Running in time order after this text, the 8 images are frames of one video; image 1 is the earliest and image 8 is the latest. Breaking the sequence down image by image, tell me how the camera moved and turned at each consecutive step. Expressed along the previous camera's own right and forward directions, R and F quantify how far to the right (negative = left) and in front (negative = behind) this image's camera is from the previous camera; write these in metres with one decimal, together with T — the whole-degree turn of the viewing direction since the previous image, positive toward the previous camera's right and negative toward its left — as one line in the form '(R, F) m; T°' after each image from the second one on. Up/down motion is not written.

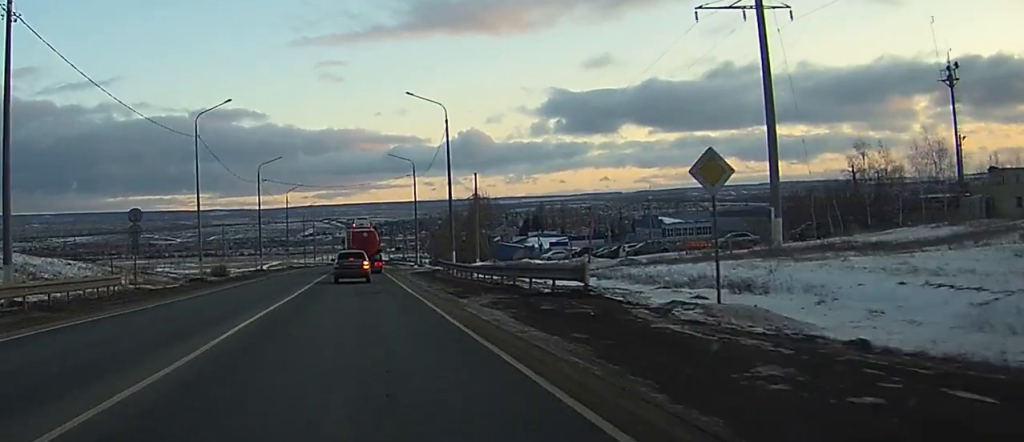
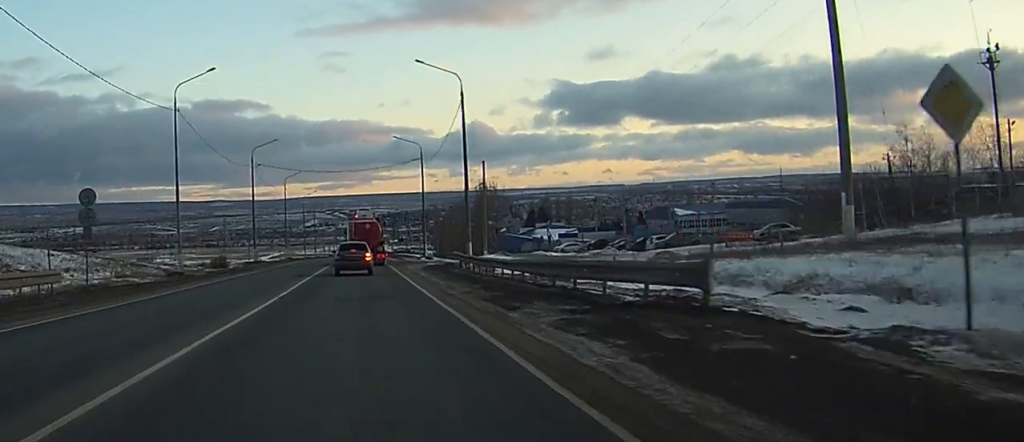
(0.0, +8.0) m; 0°
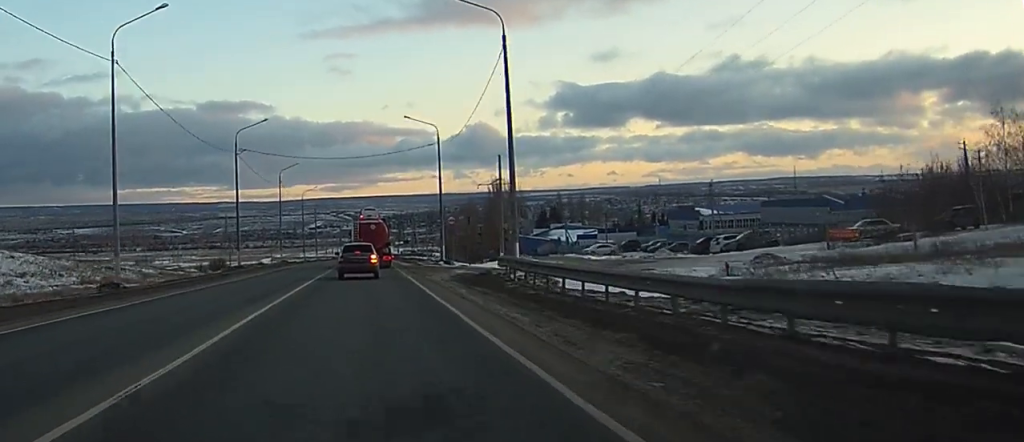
(0.0, +15.0) m; 0°
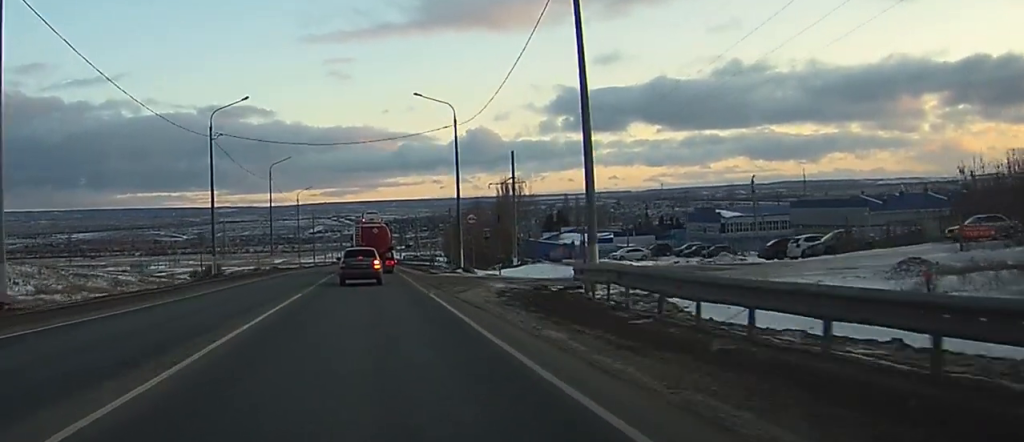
(0.0, +13.4) m; 0°
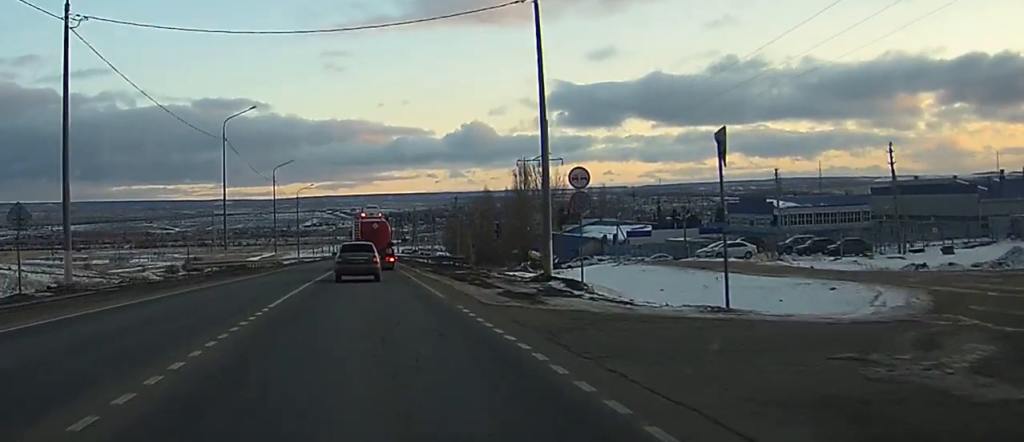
(-0.2, +31.6) m; 0°
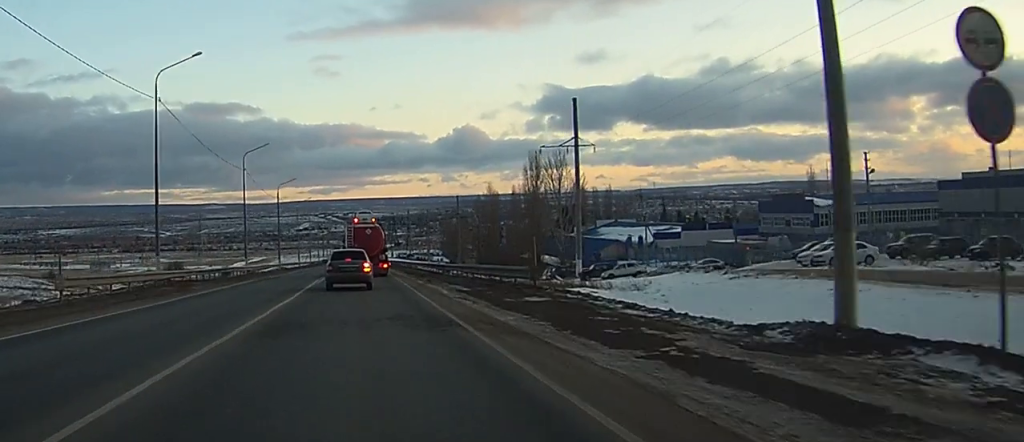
(0.0, +20.4) m; 0°
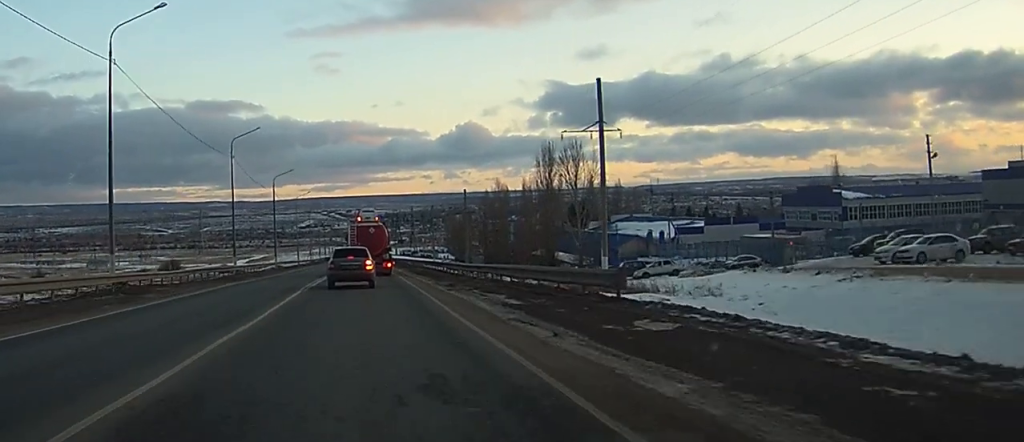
(0.0, +9.2) m; 0°
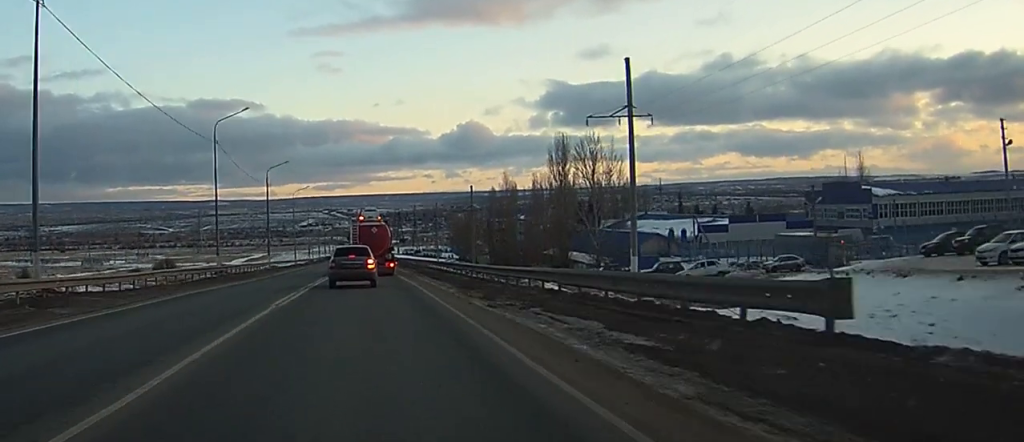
(0.0, +9.2) m; 0°
